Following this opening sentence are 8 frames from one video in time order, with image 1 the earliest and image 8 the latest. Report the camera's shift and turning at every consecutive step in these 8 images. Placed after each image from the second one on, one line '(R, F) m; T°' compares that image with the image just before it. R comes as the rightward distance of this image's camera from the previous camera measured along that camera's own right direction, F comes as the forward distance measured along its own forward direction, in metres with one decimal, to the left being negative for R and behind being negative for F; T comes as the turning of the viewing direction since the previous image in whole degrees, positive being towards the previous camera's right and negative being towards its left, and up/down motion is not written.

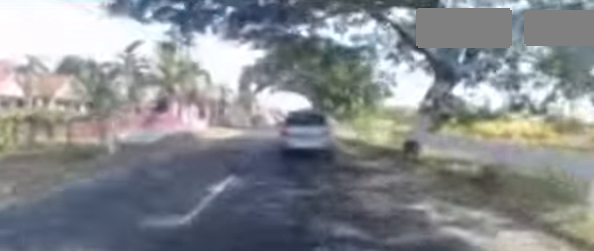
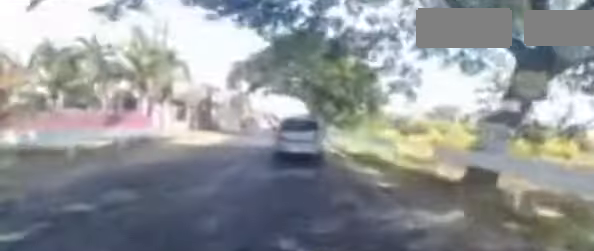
(-0.2, +4.7) m; -1°
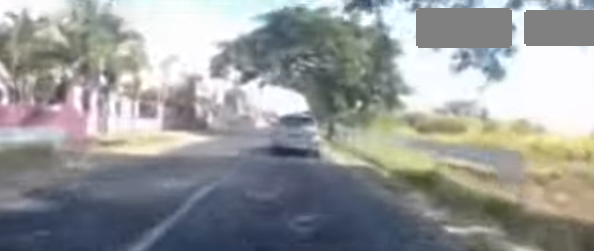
(-0.1, +5.6) m; +2°
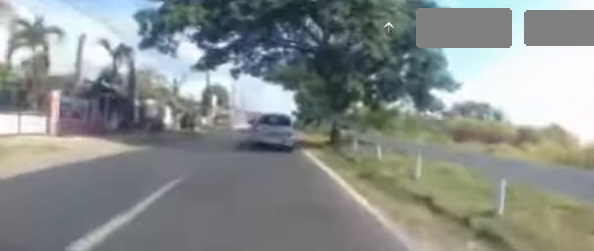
(+0.5, +8.8) m; +7°
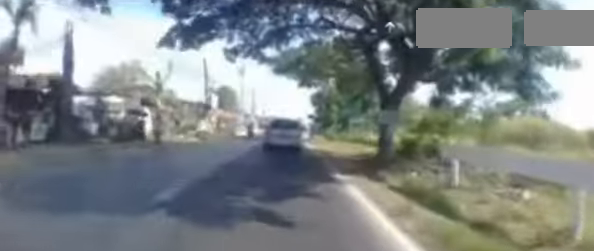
(+0.5, +6.9) m; +1°
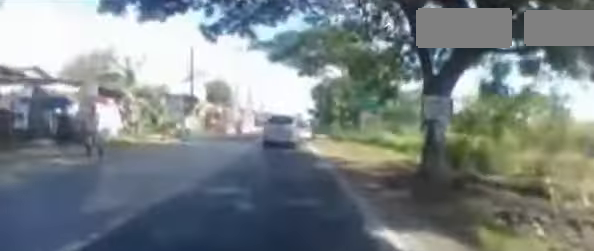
(-0.3, +3.7) m; -3°
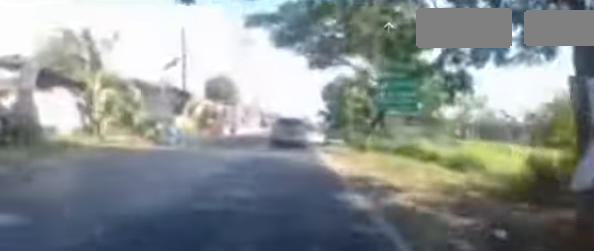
(-0.1, +4.0) m; -1°
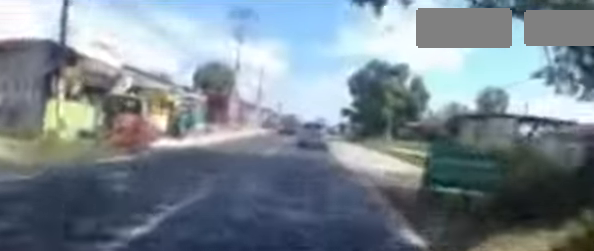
(+0.3, +12.5) m; -3°
